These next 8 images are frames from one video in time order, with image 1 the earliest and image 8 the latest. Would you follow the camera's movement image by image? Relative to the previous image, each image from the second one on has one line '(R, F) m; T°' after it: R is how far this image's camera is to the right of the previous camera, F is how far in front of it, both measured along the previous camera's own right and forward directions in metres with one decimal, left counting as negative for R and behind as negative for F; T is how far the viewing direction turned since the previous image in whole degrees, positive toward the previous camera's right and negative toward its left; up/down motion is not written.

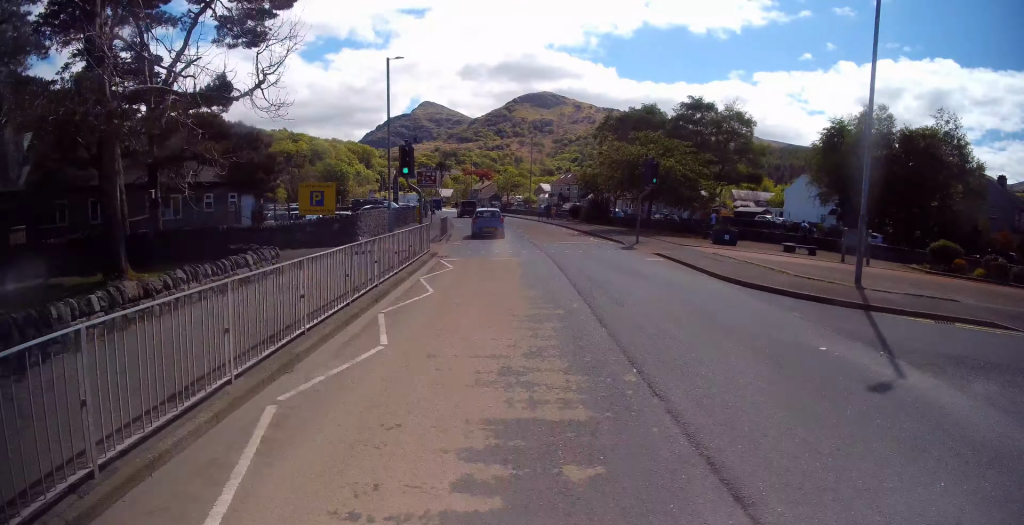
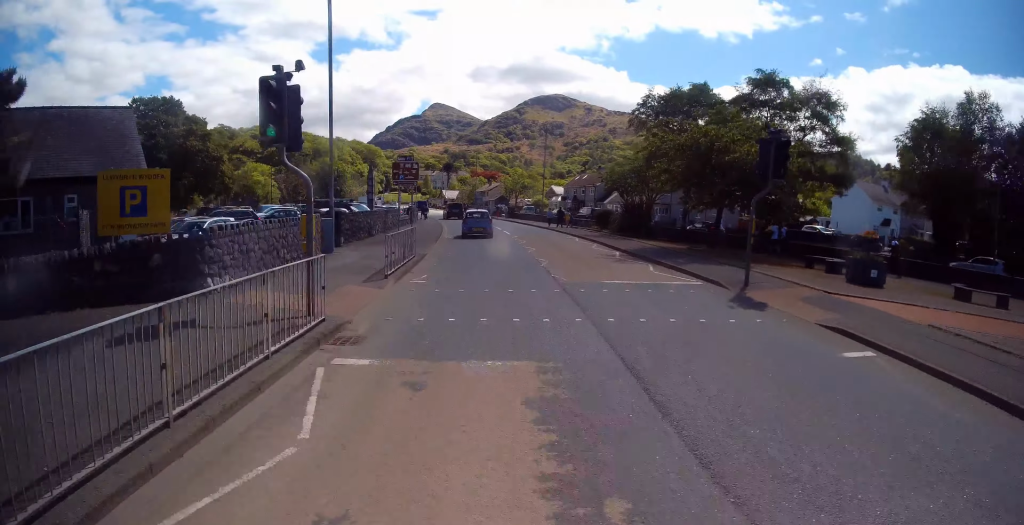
(+0.6, +10.5) m; +3°
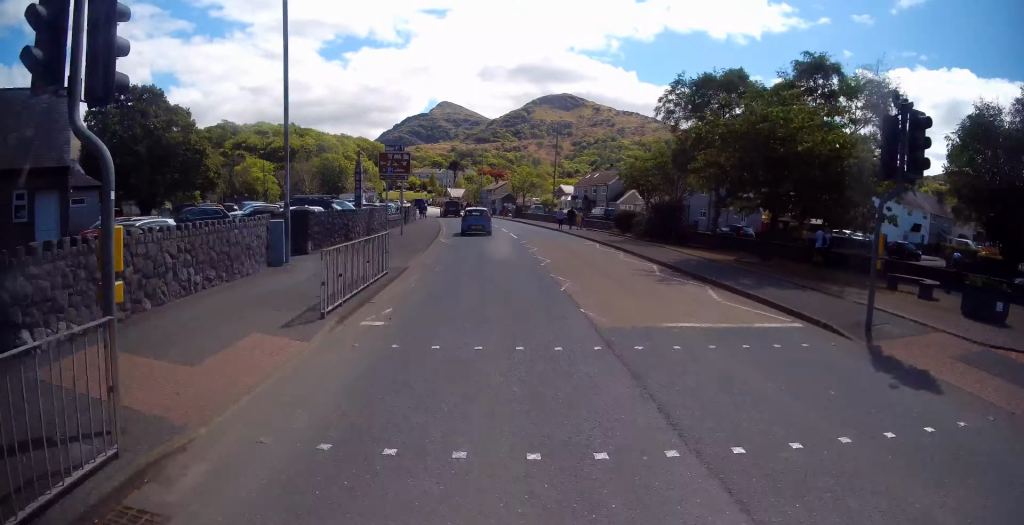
(0.0, +4.5) m; -1°
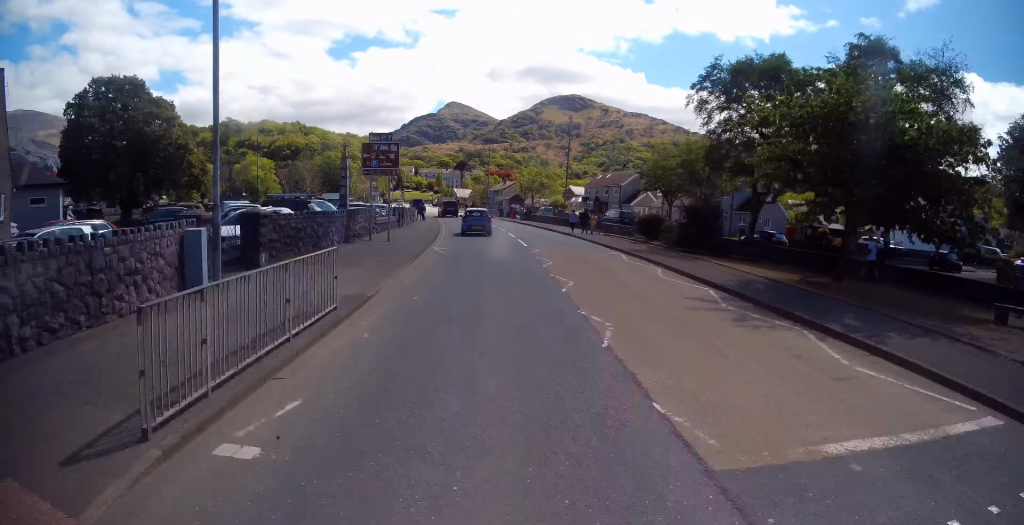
(0.0, +4.1) m; -2°
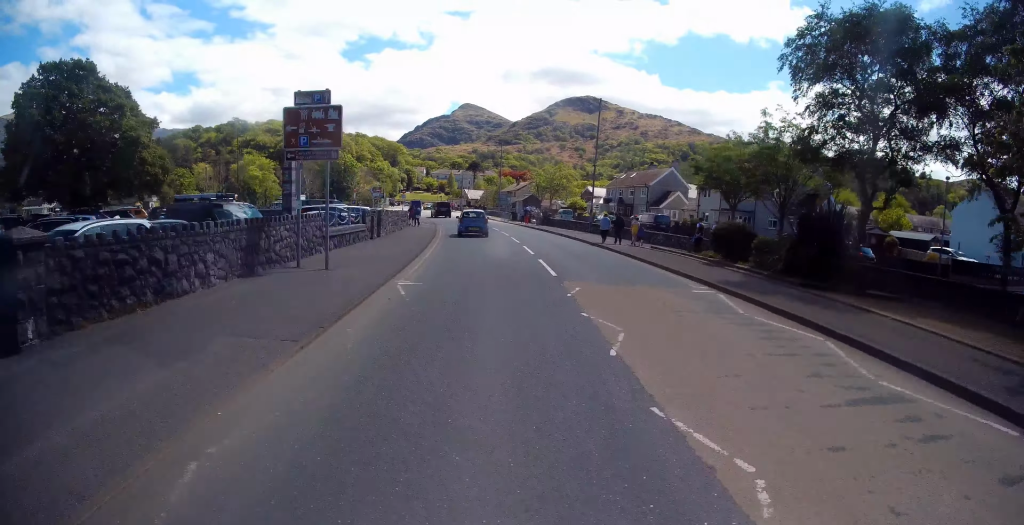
(-0.3, +8.3) m; -2°
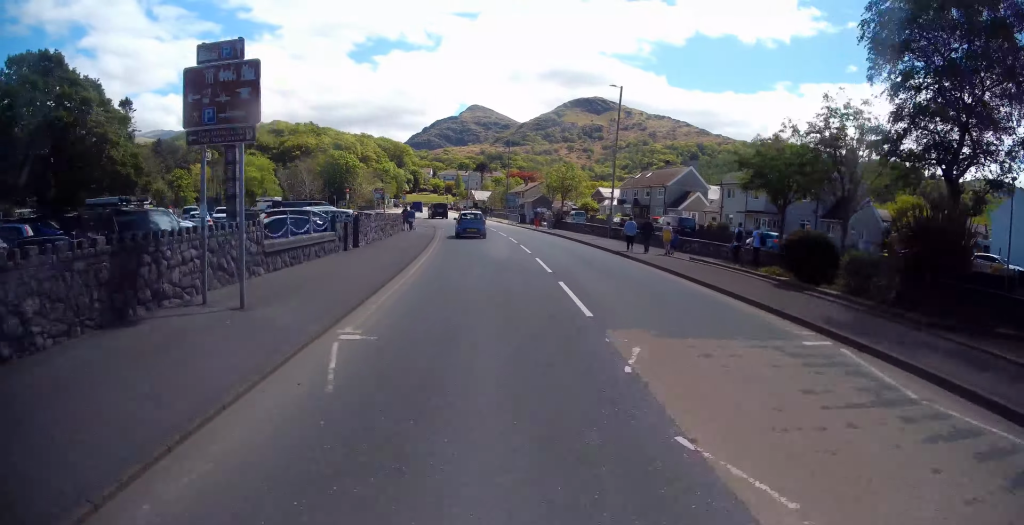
(0.0, +4.5) m; 0°
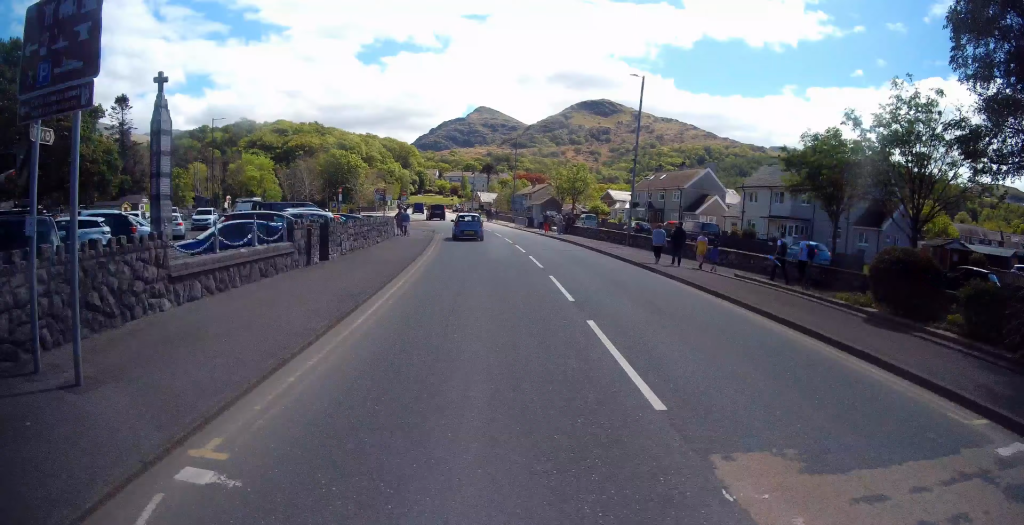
(0.0, +3.7) m; 0°
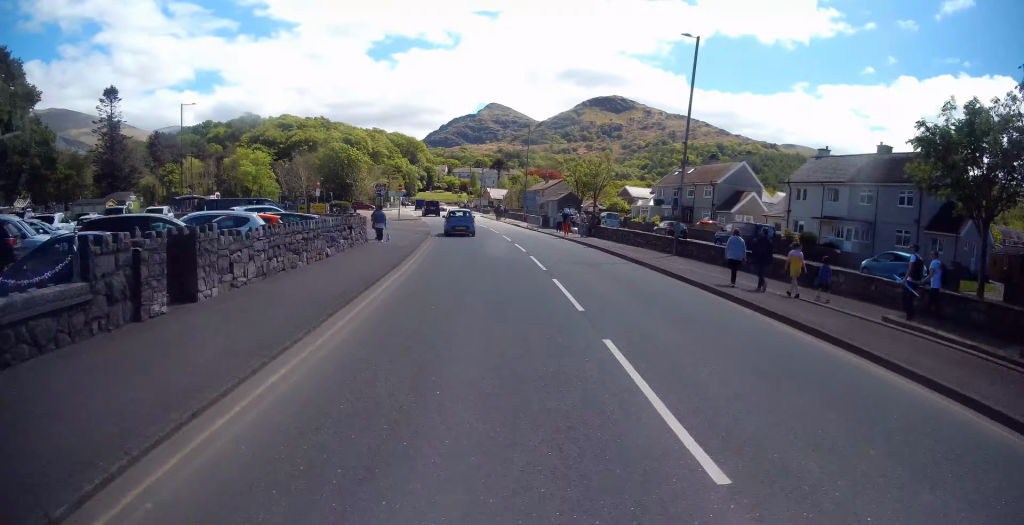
(0.0, +7.1) m; -1°
